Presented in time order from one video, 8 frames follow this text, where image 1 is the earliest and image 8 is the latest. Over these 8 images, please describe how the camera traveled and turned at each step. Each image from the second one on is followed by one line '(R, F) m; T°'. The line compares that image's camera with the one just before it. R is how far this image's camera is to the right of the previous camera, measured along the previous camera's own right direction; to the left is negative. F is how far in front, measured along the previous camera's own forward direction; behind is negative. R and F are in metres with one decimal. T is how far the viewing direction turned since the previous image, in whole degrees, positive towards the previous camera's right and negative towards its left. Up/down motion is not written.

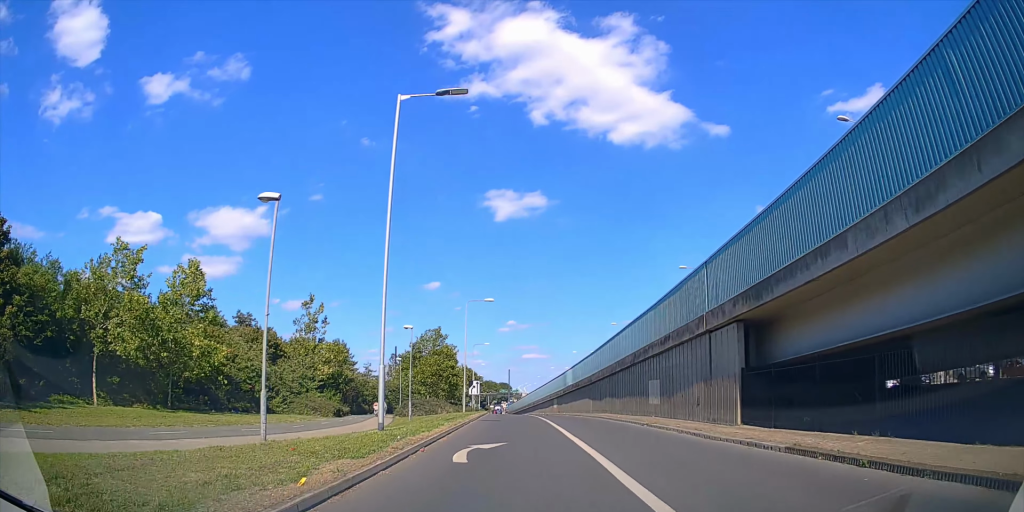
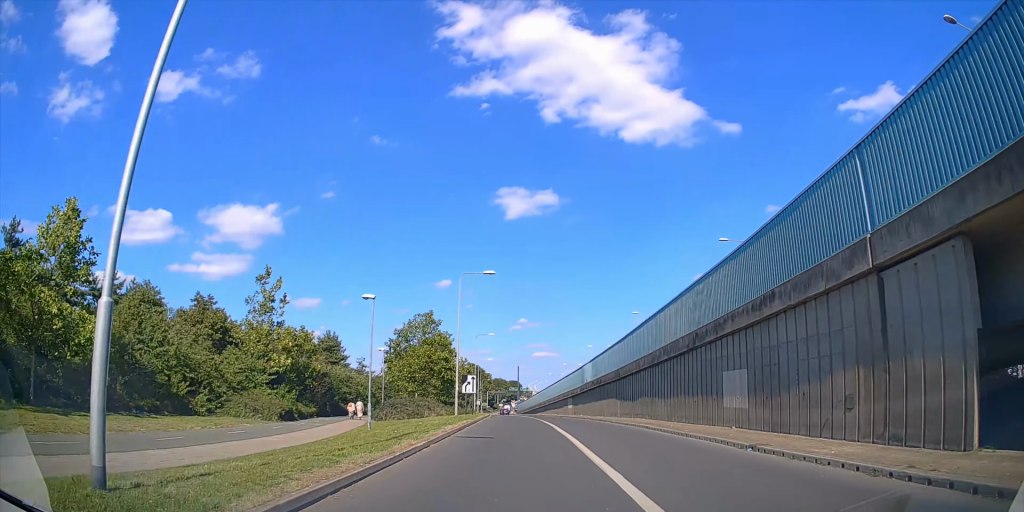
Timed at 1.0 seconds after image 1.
(-0.1, +11.4) m; -2°
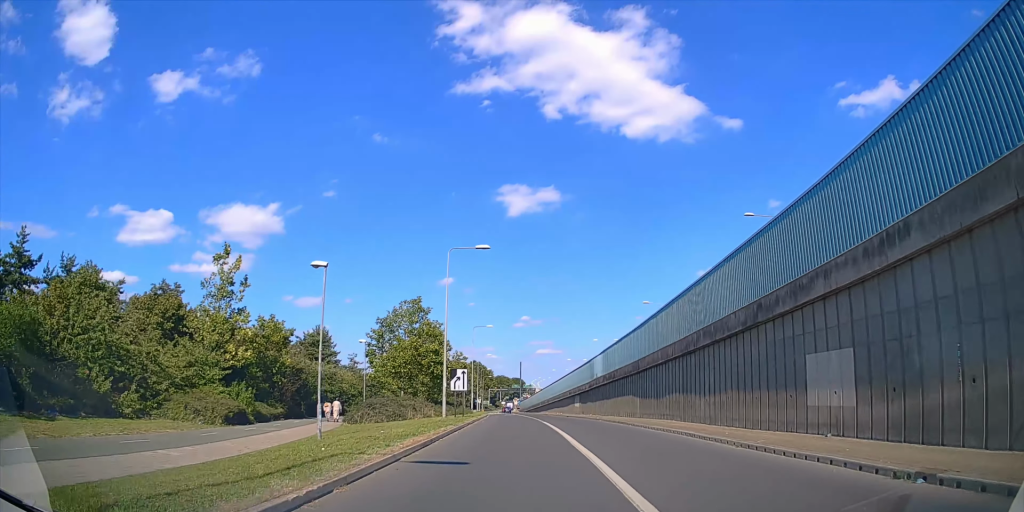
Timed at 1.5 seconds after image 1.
(-0.2, +6.1) m; -1°
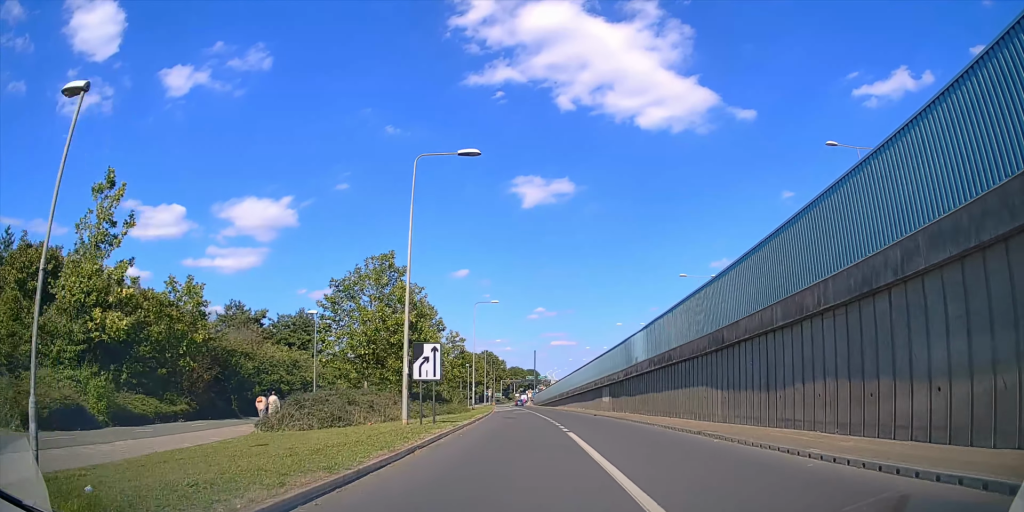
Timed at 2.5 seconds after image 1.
(-0.2, +13.0) m; -1°
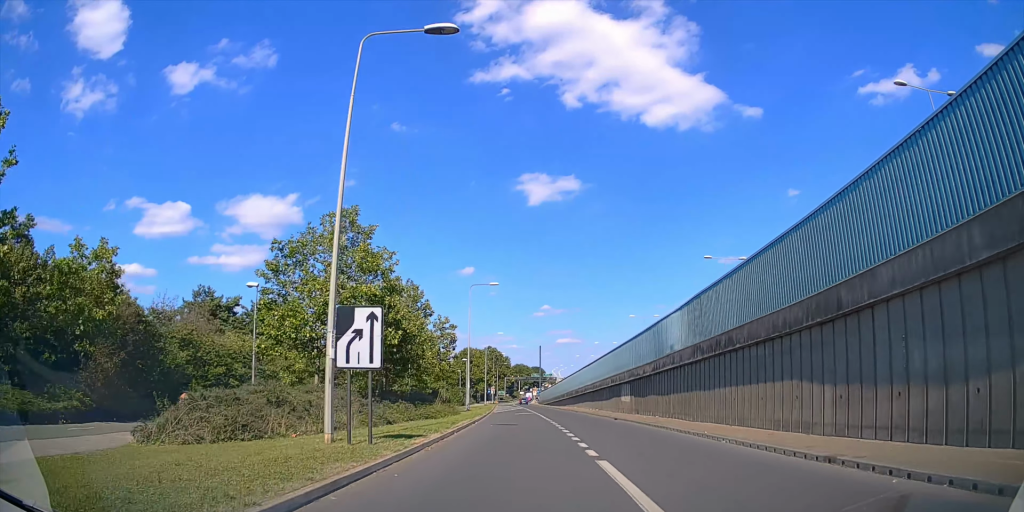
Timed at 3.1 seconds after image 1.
(0.0, +7.8) m; 0°
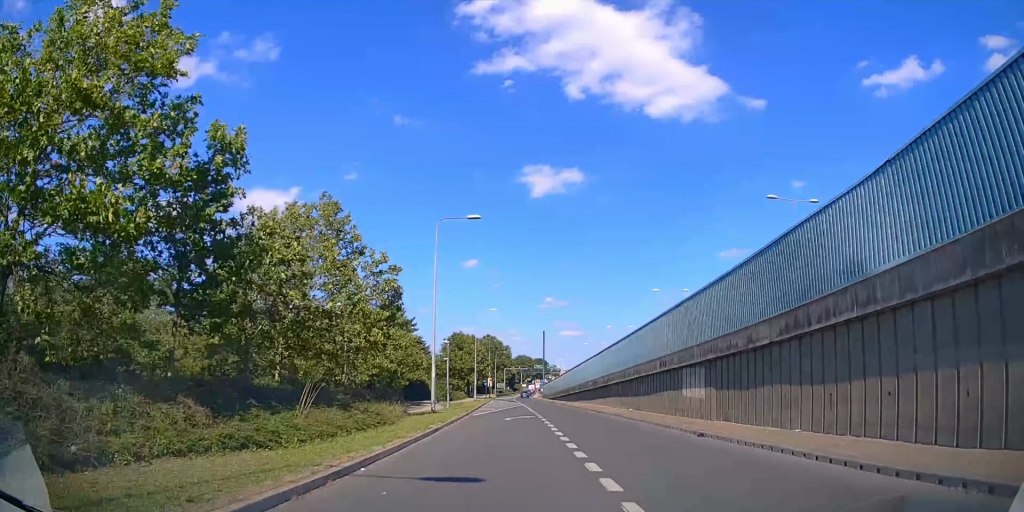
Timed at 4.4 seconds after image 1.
(0.0, +17.5) m; 0°
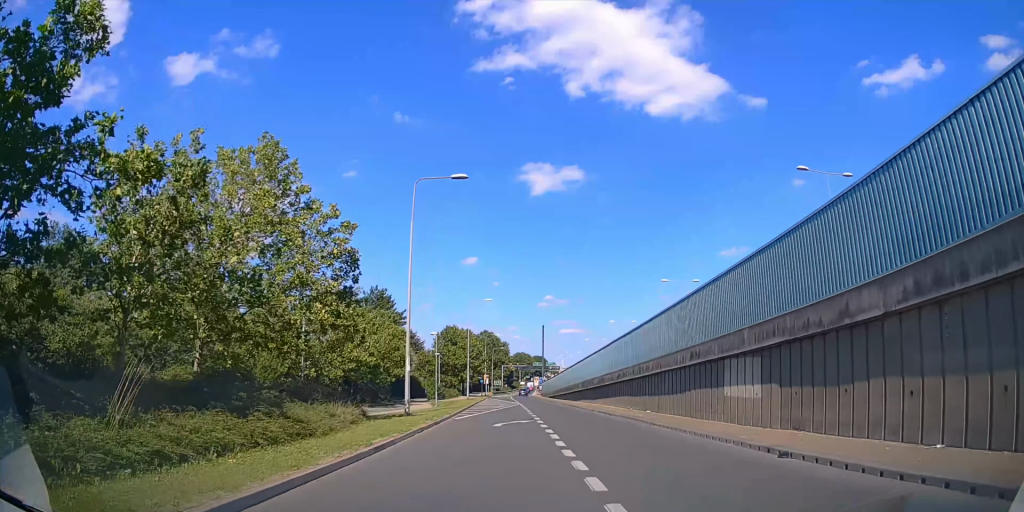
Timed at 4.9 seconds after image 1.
(0.0, +5.9) m; 0°
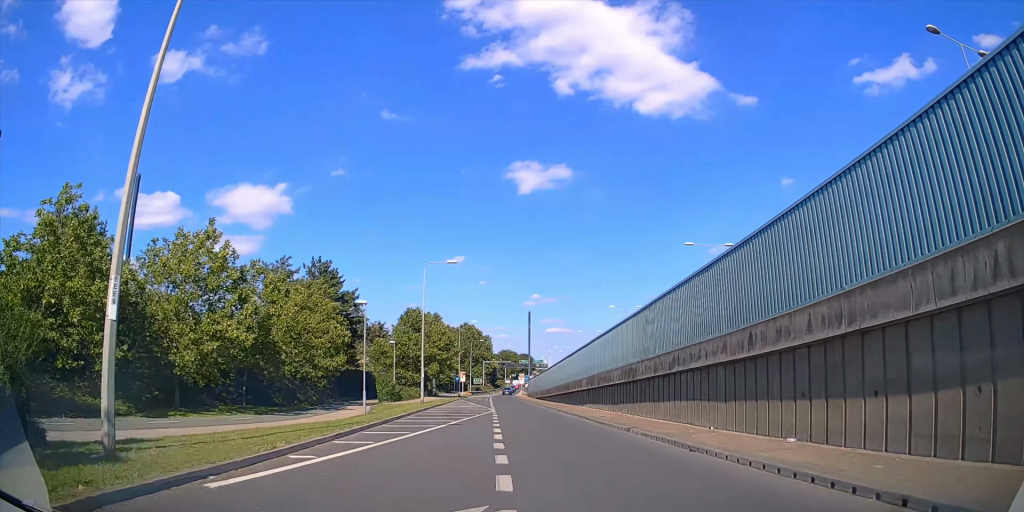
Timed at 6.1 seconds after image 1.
(0.0, +17.3) m; 0°
